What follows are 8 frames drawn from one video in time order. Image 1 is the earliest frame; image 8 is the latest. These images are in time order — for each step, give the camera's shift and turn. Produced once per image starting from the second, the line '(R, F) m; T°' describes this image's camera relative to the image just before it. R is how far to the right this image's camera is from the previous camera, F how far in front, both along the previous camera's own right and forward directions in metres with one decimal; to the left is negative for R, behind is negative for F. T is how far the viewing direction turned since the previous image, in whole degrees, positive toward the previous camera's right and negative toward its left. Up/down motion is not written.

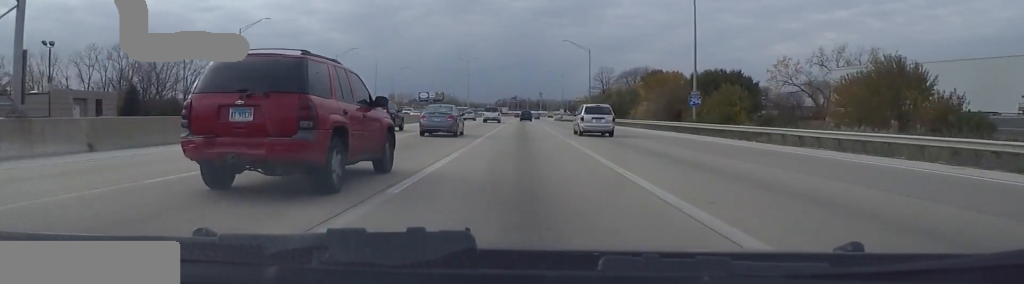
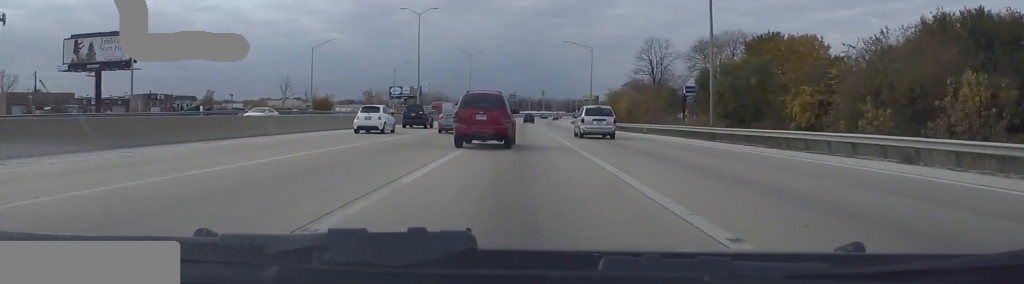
(-0.4, +77.2) m; 0°
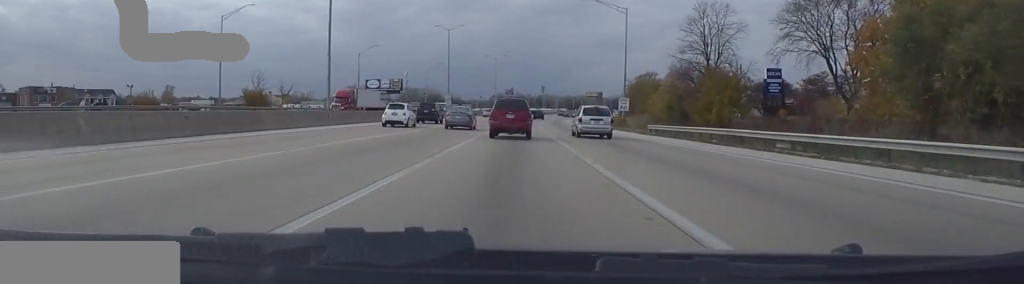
(+0.1, +37.9) m; 0°
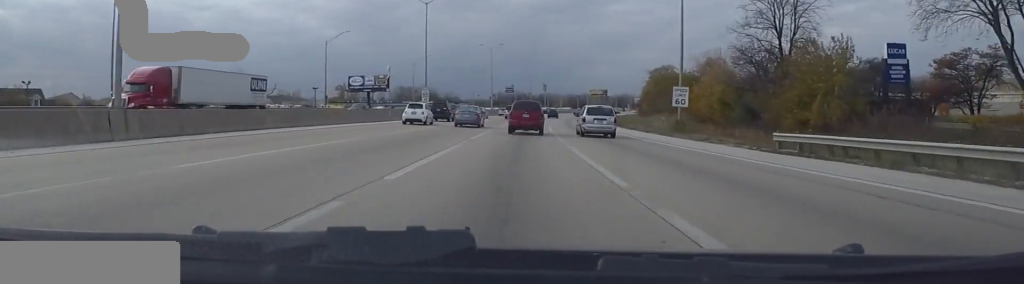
(+0.1, +24.8) m; 0°
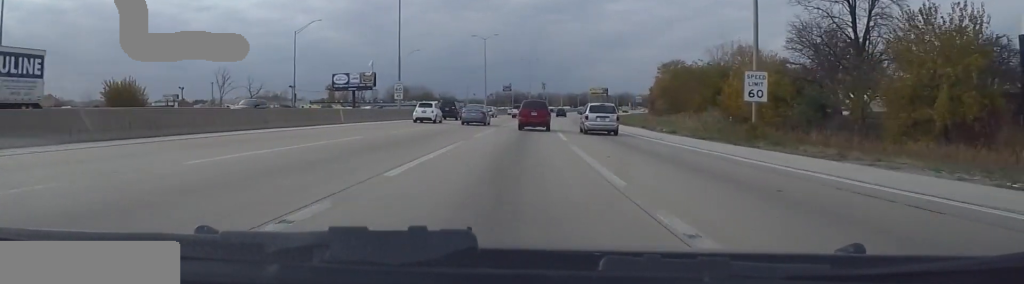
(-0.1, +15.3) m; 0°
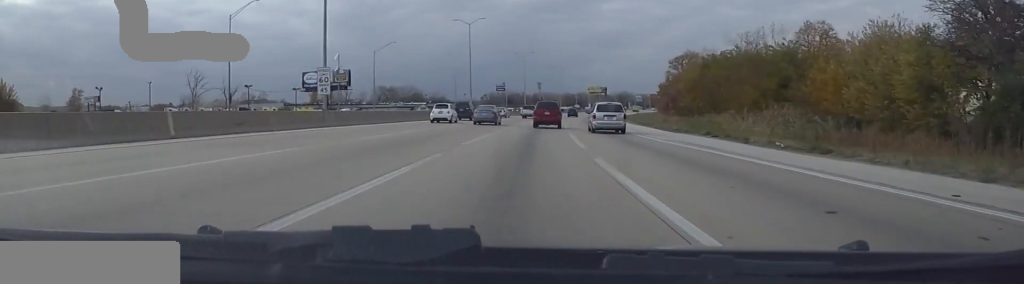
(0.0, +21.9) m; +1°
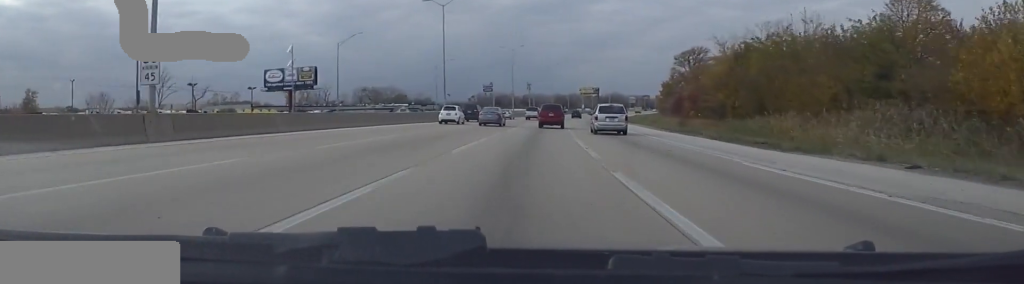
(-0.1, +18.4) m; +2°
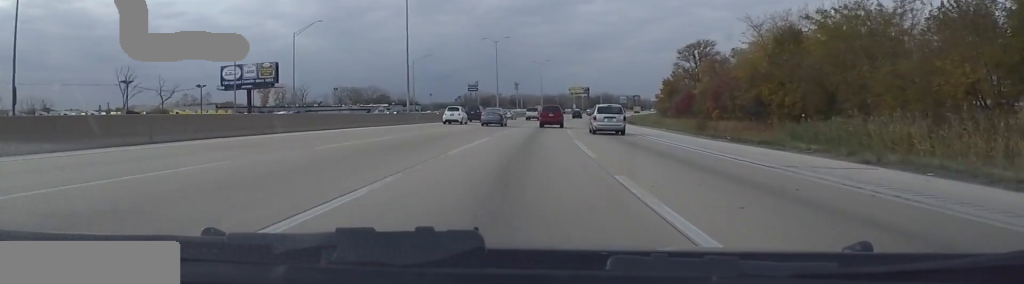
(+0.6, +16.3) m; +2°
